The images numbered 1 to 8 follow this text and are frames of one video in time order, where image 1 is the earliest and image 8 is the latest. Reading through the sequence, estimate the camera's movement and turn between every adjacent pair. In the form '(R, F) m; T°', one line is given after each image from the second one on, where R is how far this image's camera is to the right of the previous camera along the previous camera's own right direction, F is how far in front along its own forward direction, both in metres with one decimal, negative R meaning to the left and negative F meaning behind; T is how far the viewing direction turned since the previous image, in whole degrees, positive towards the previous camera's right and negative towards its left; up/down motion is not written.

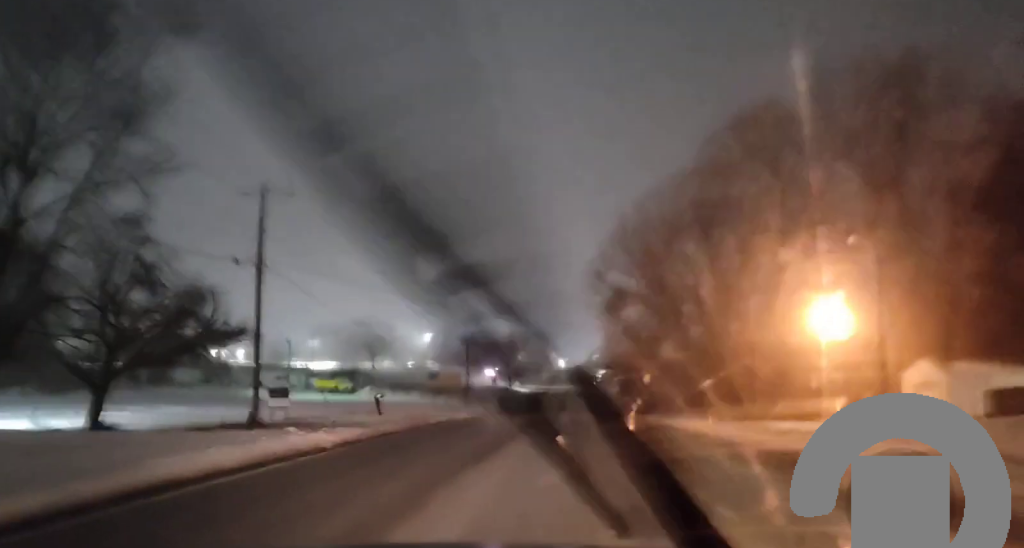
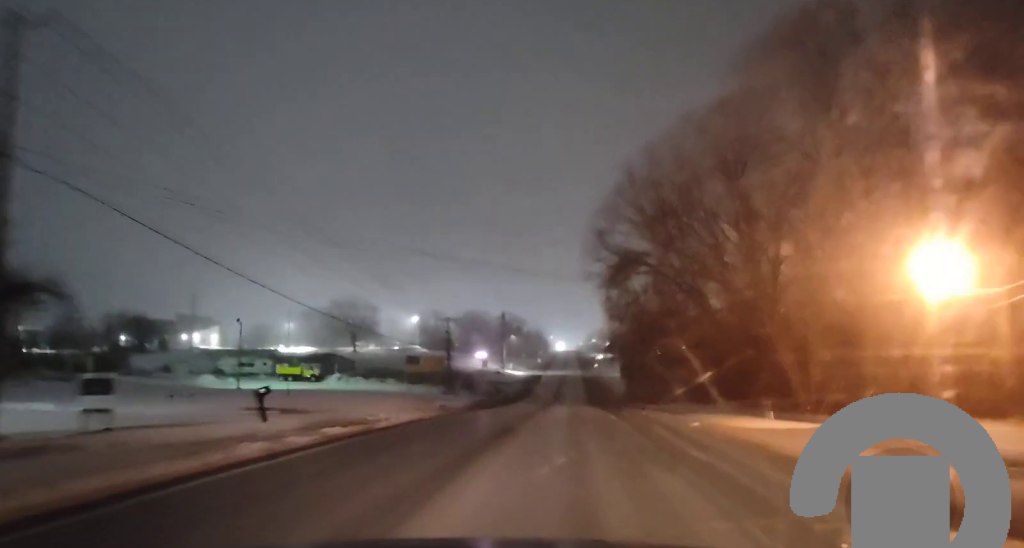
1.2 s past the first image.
(0.0, +19.0) m; 0°
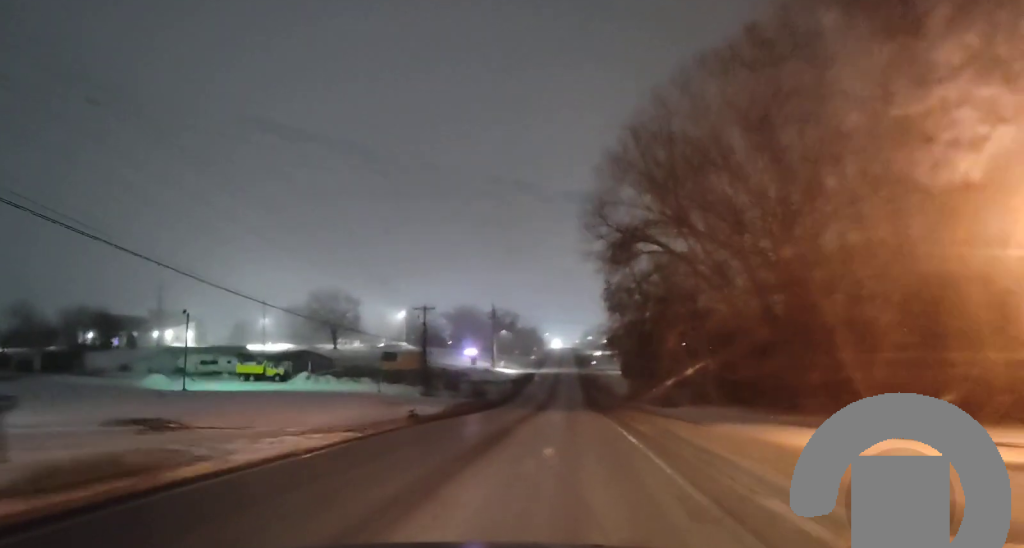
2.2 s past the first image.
(-0.1, +14.7) m; -1°
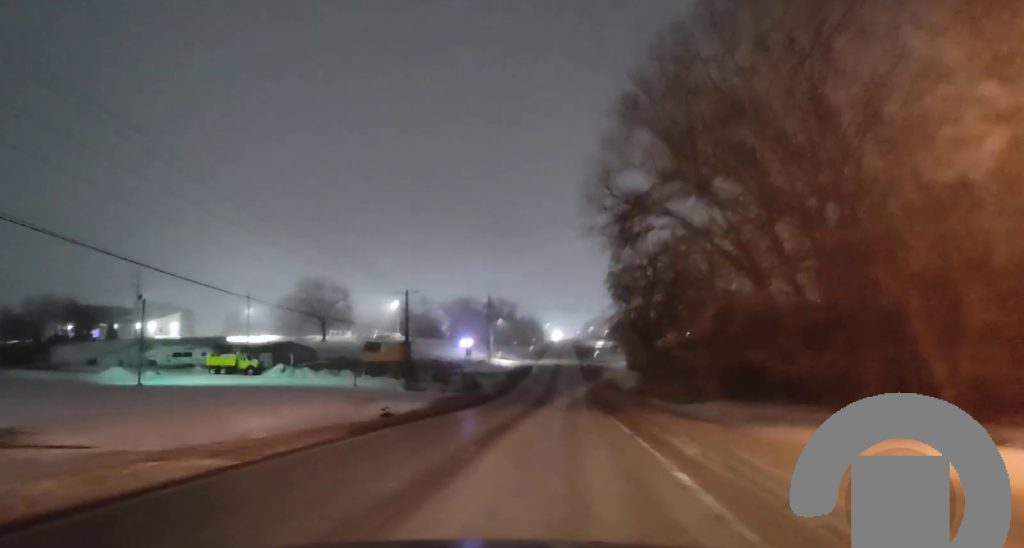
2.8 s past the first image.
(-0.2, +9.7) m; 0°
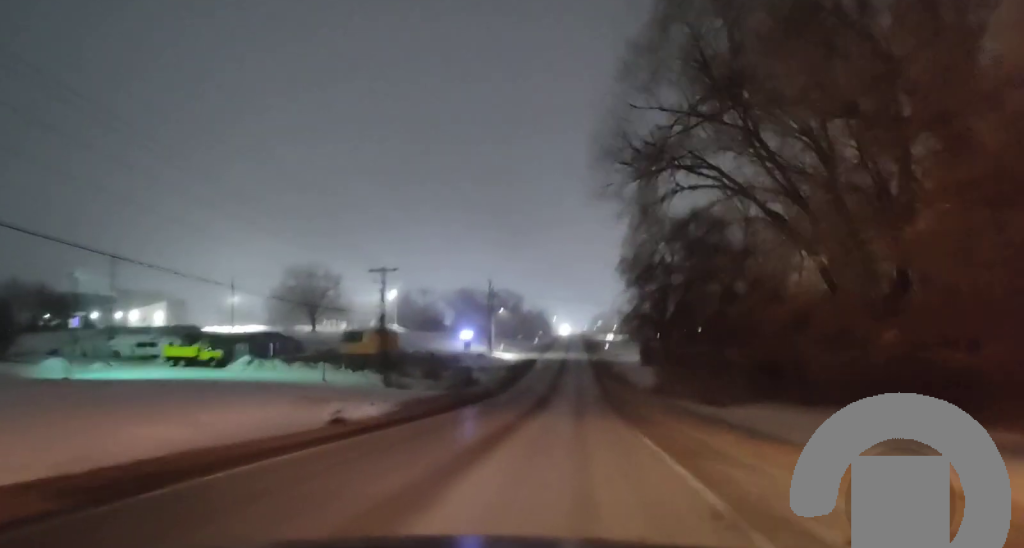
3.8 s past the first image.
(+0.4, +14.4) m; +1°
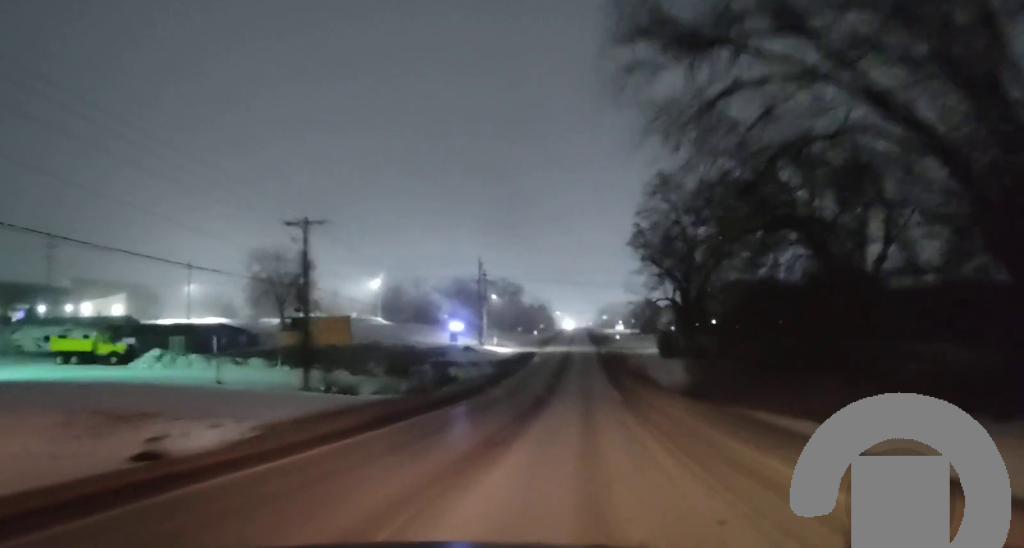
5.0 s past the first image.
(-0.2, +19.9) m; 0°
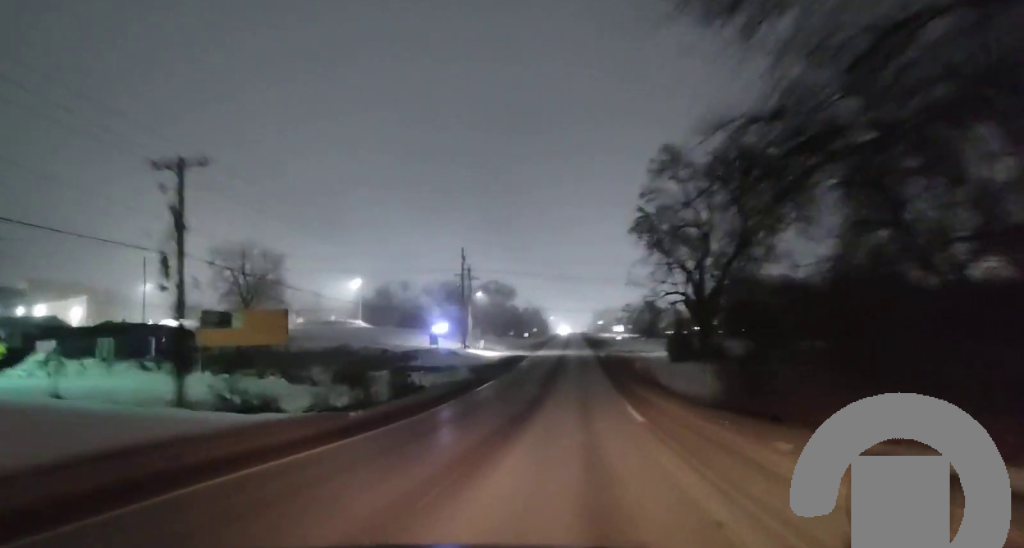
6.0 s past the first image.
(+0.2, +15.5) m; 0°
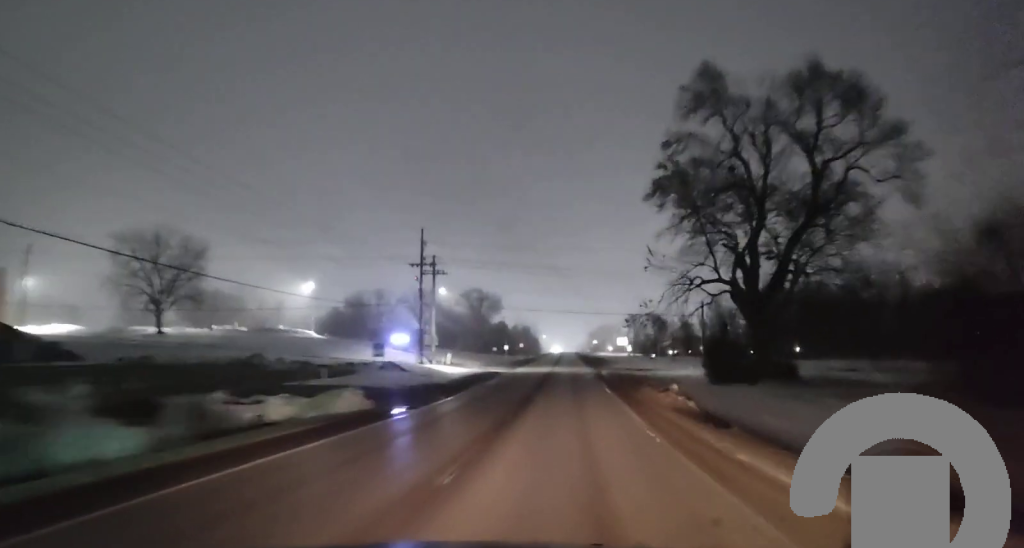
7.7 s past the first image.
(-0.3, +28.1) m; 0°
